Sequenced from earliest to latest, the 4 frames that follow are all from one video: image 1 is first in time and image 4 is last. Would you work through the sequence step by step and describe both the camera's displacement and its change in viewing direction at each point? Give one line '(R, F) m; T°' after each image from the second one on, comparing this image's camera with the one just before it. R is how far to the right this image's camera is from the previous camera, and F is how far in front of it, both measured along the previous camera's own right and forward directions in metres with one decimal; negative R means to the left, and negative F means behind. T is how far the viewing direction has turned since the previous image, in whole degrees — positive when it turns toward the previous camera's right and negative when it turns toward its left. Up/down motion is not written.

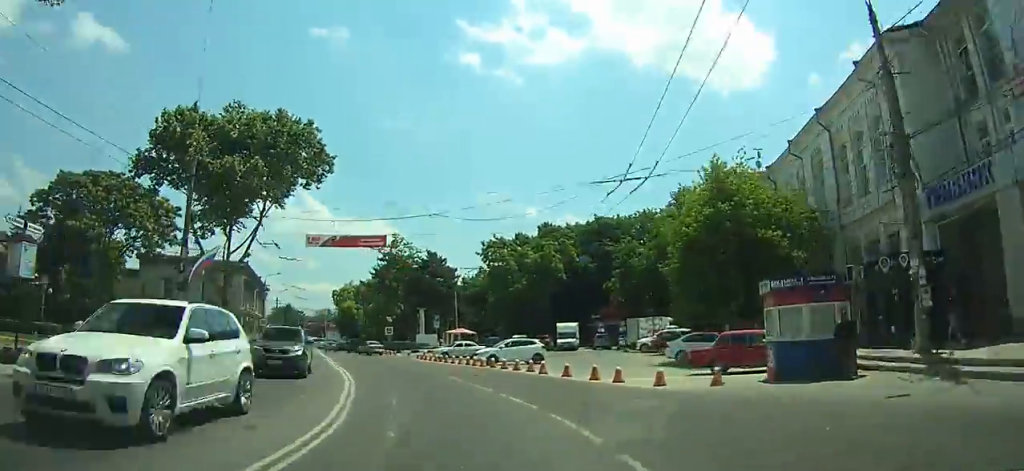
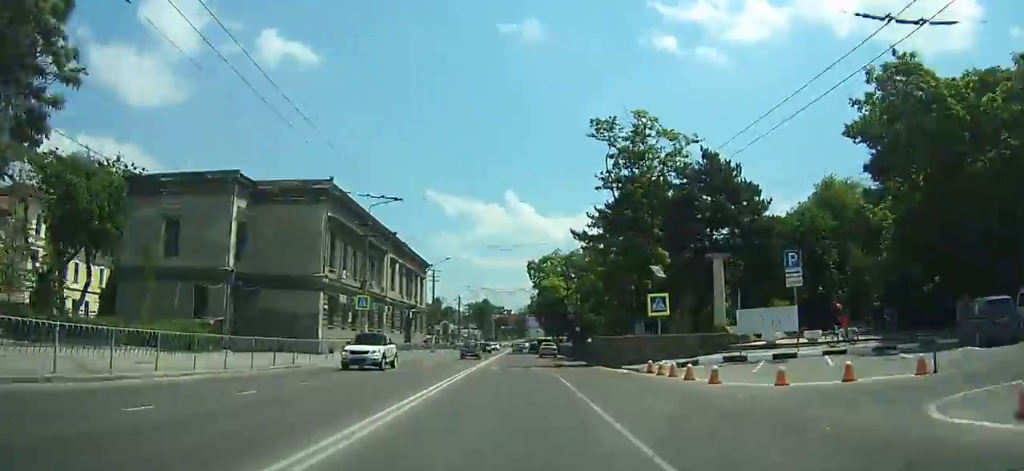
(-7.0, +45.9) m; -14°
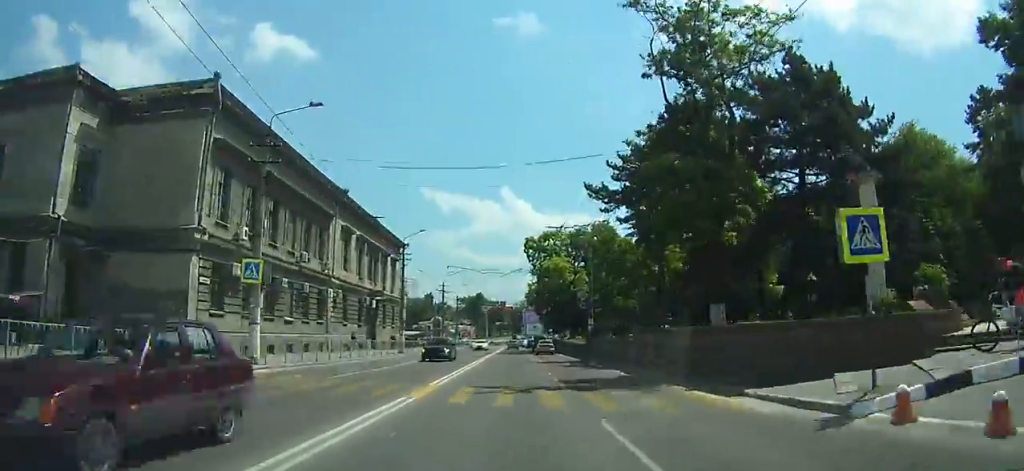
(+0.1, +16.0) m; -1°
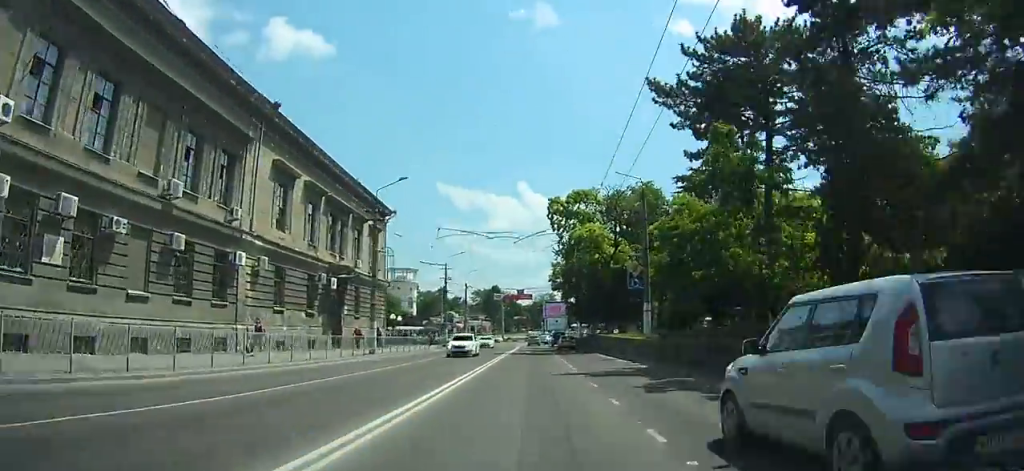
(-0.5, +16.7) m; -2°
